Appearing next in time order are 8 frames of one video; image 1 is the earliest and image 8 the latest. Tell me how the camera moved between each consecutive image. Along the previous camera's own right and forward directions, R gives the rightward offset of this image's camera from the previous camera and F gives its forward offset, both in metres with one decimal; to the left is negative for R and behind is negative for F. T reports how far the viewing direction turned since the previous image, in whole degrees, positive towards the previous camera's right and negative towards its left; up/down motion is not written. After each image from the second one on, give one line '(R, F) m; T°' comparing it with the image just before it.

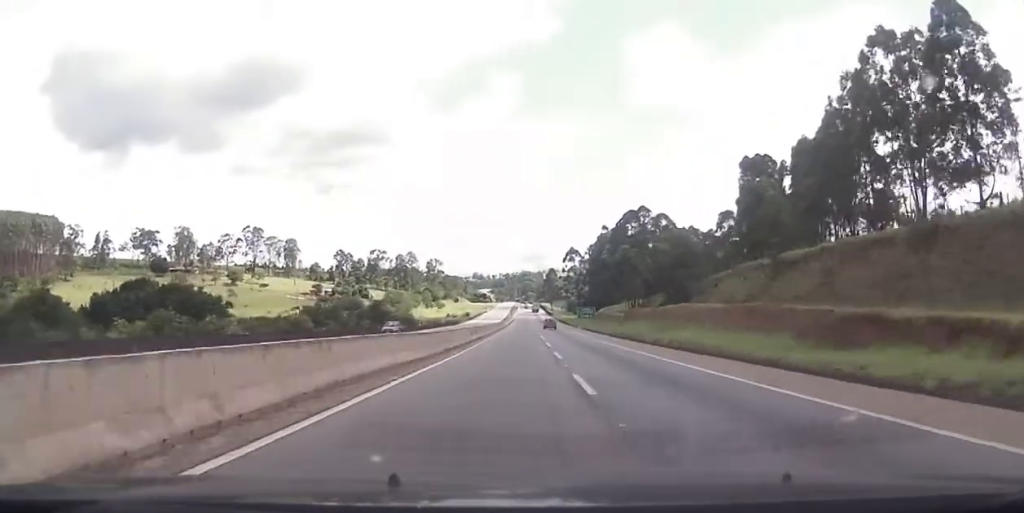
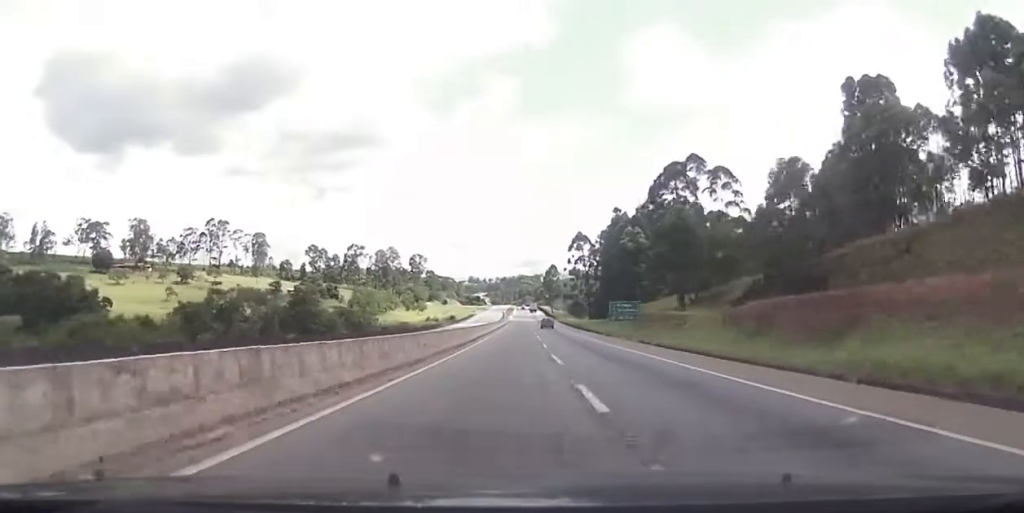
(+0.3, +49.5) m; 0°
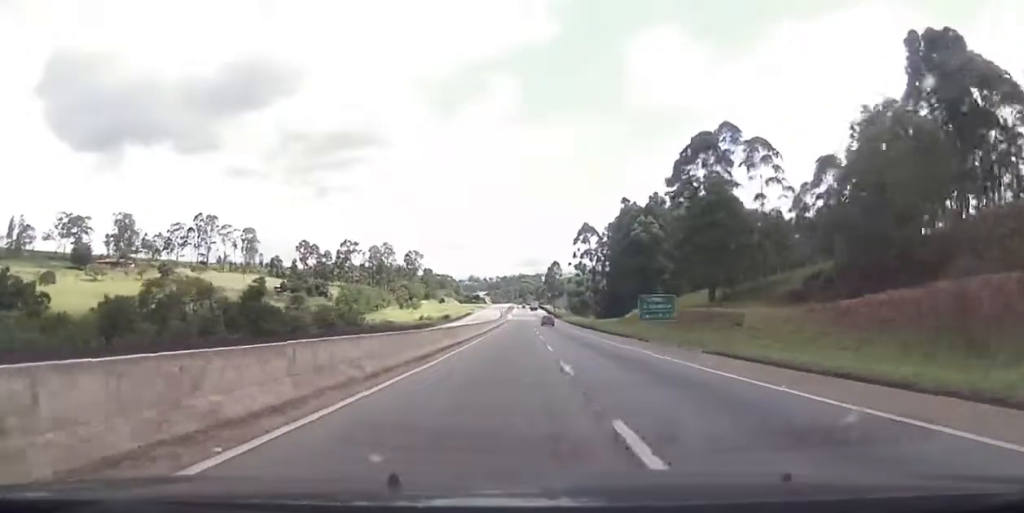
(+0.2, +17.4) m; 0°
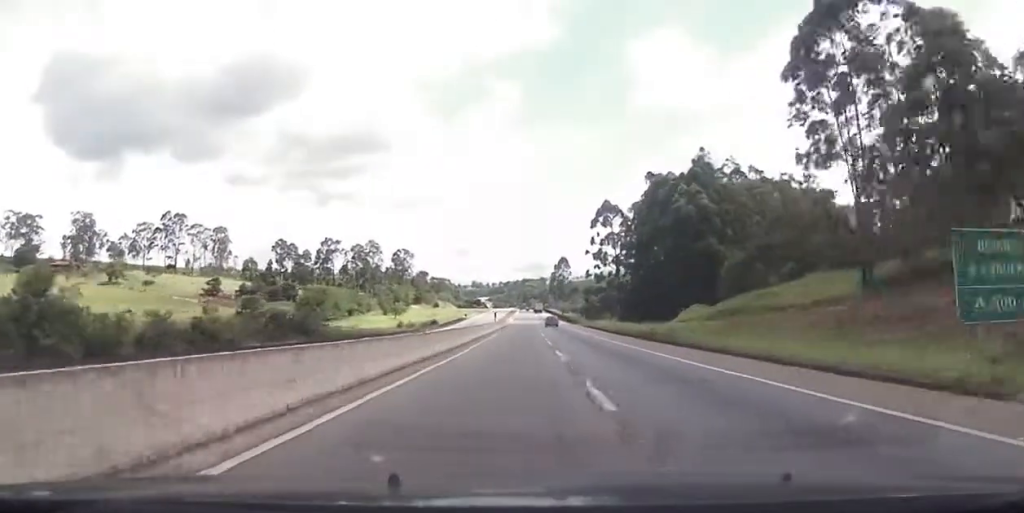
(-0.5, +41.0) m; -1°
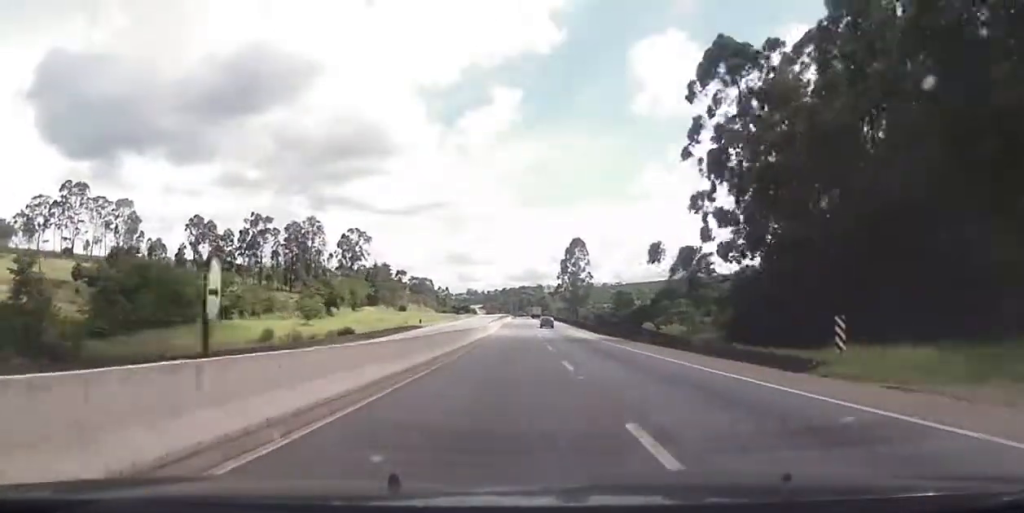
(-0.3, +87.4) m; 0°
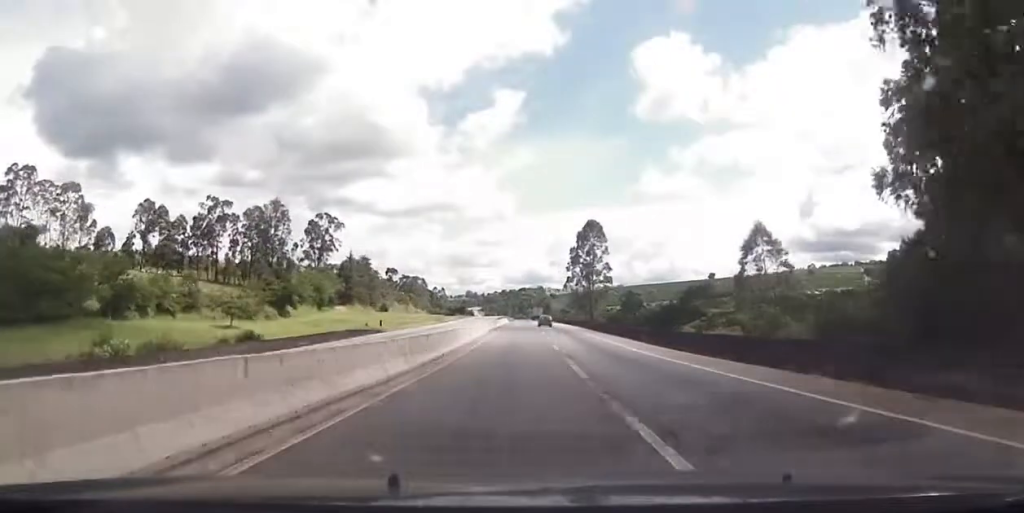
(+0.1, +36.4) m; 0°
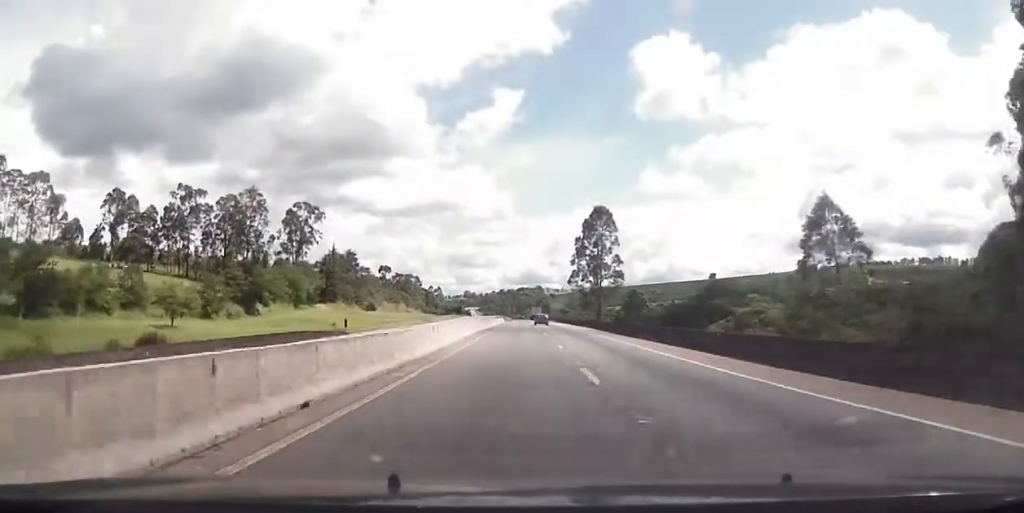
(-0.1, +17.6) m; 0°
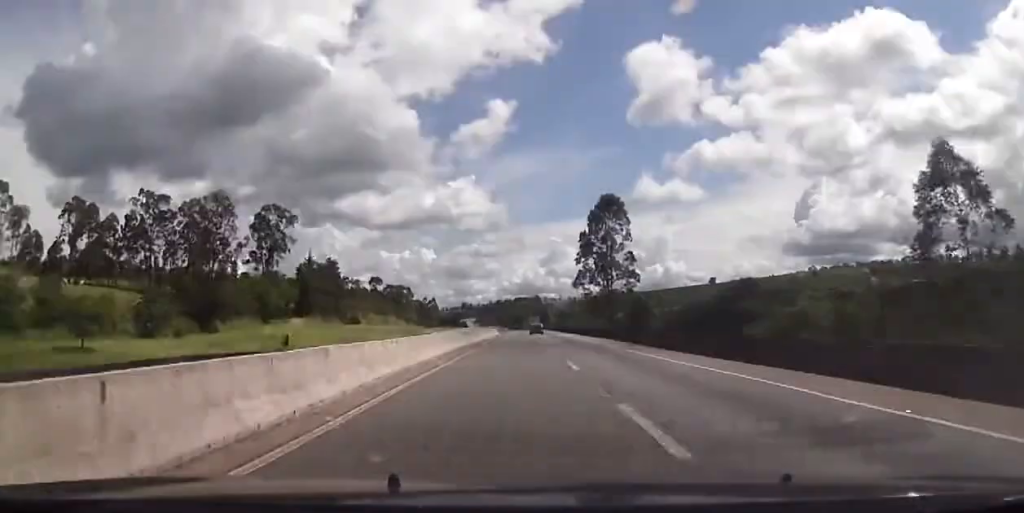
(+0.2, +18.9) m; 0°
